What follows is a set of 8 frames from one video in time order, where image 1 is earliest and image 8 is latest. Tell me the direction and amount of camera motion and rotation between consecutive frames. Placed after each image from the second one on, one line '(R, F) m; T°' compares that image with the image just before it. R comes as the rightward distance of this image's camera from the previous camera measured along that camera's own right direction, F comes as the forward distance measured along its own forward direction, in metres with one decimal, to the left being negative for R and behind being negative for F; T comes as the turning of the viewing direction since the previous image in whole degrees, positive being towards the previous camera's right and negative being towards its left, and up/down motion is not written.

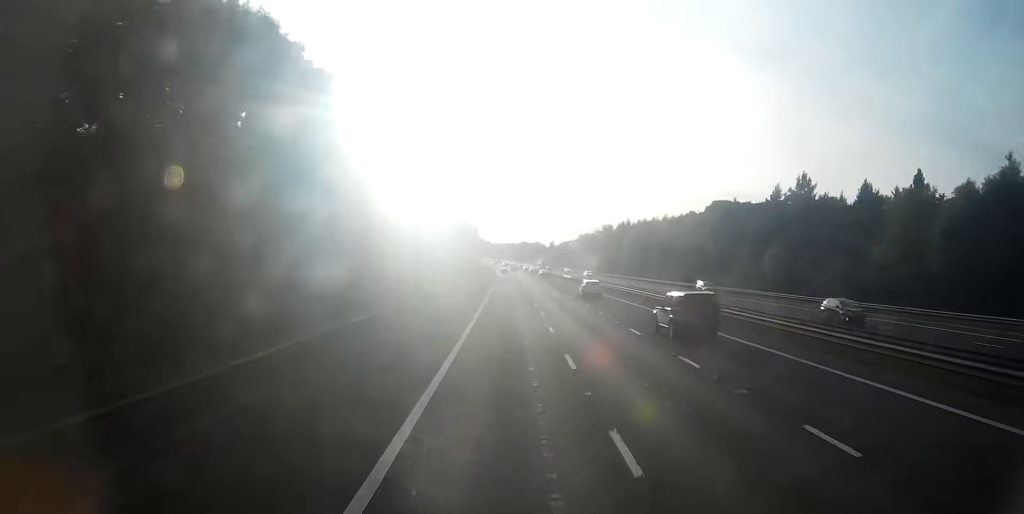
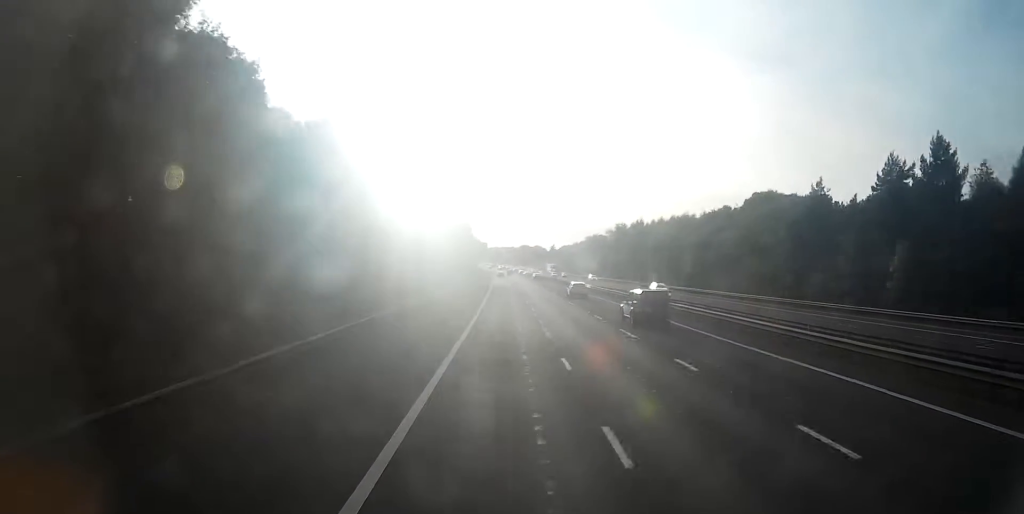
(-0.3, +26.4) m; 0°
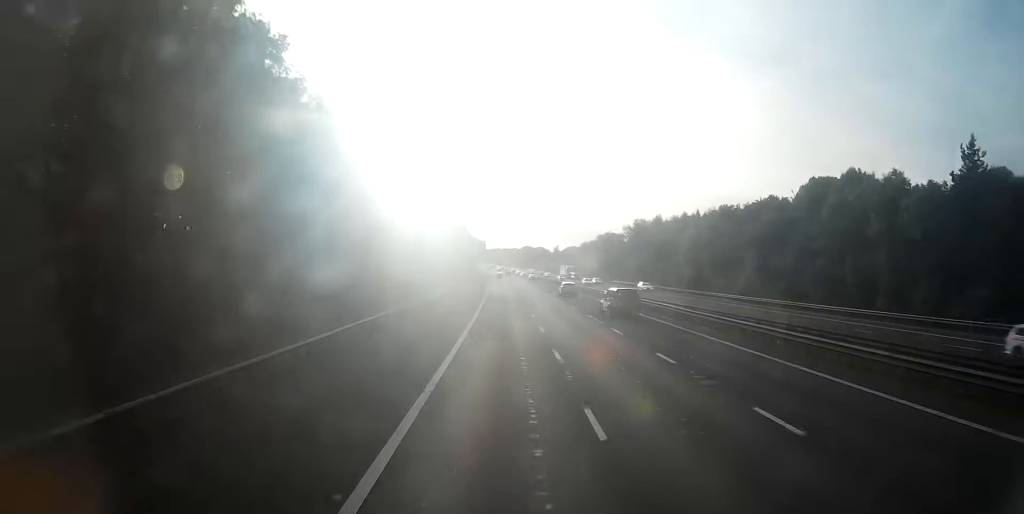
(+0.1, +24.6) m; 0°
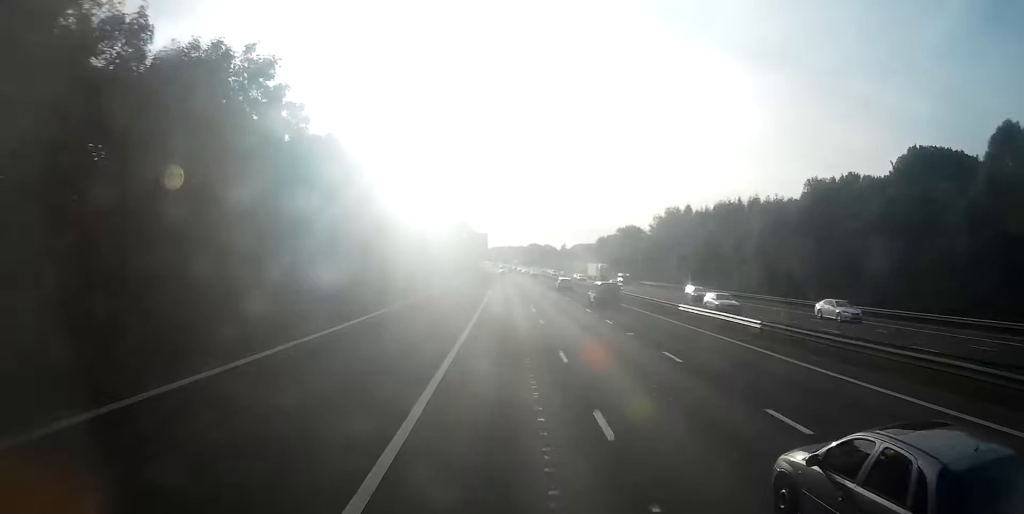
(0.0, +27.3) m; 0°
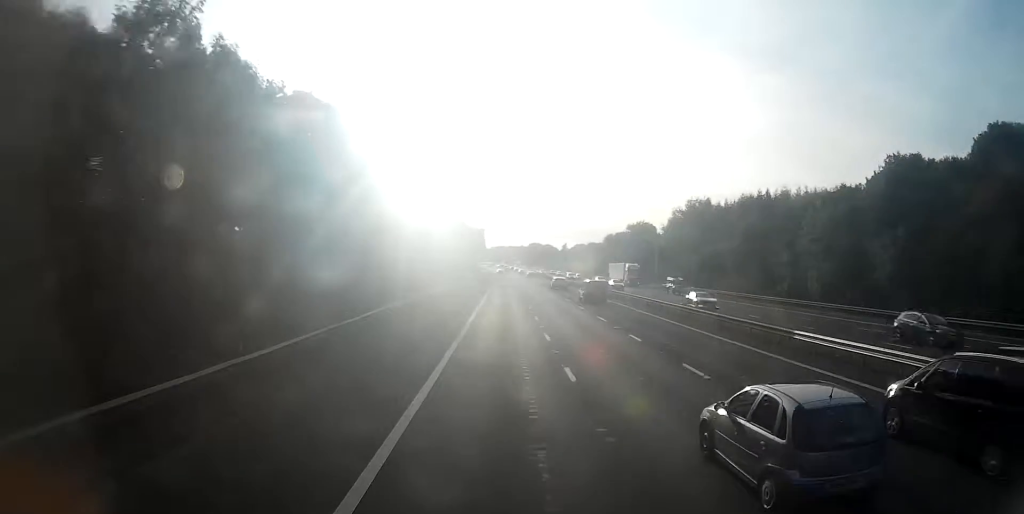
(-0.2, +16.4) m; 0°
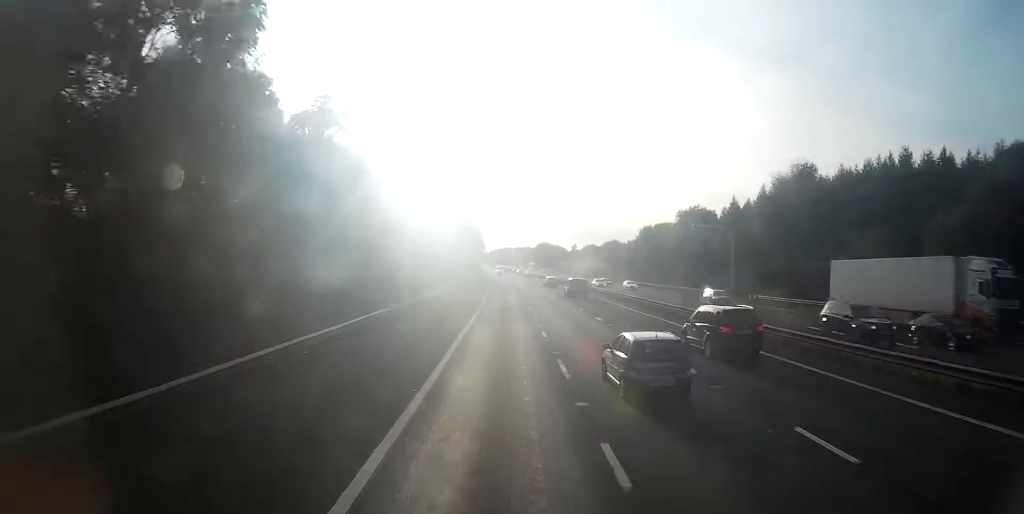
(+0.2, +43.7) m; -1°
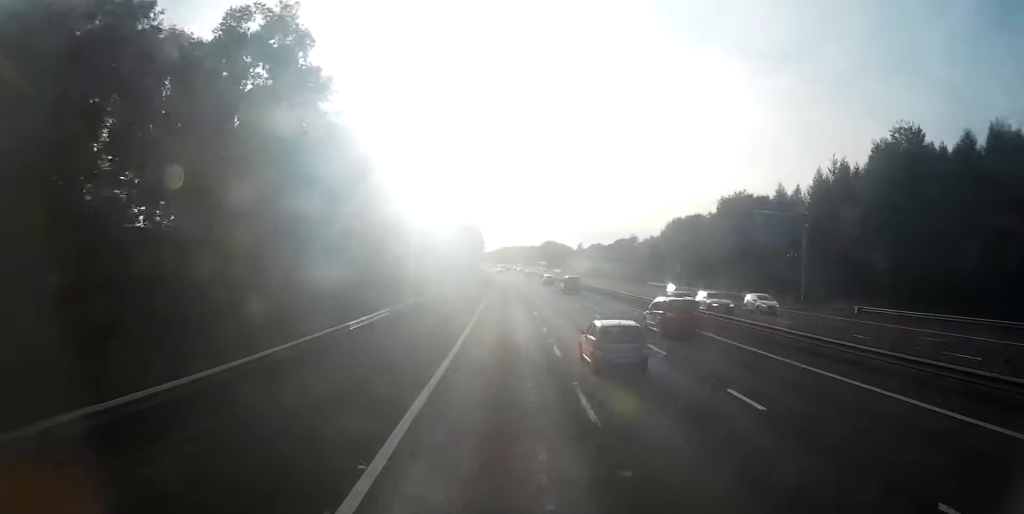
(-0.1, +21.8) m; -1°
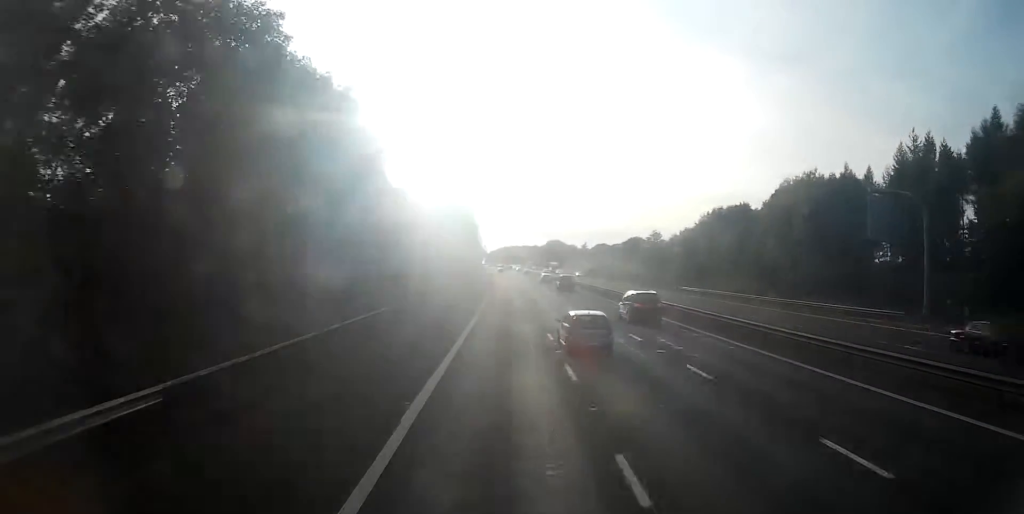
(-0.1, +22.8) m; 0°
